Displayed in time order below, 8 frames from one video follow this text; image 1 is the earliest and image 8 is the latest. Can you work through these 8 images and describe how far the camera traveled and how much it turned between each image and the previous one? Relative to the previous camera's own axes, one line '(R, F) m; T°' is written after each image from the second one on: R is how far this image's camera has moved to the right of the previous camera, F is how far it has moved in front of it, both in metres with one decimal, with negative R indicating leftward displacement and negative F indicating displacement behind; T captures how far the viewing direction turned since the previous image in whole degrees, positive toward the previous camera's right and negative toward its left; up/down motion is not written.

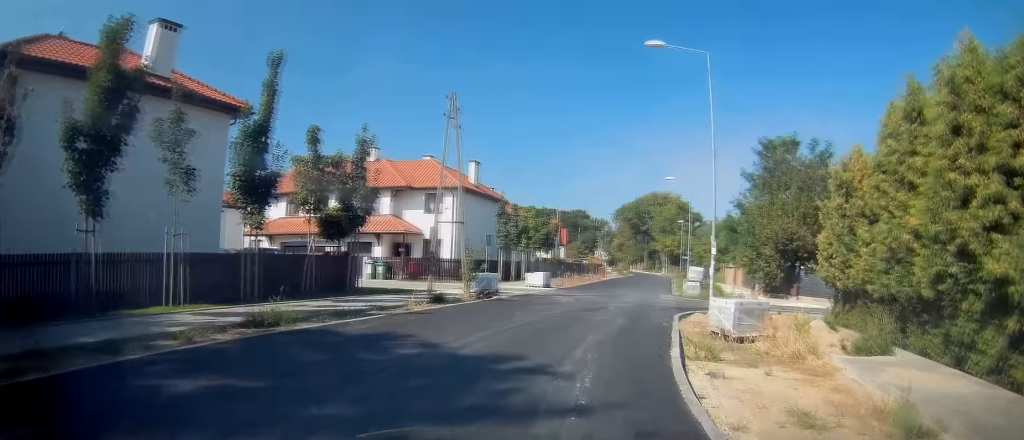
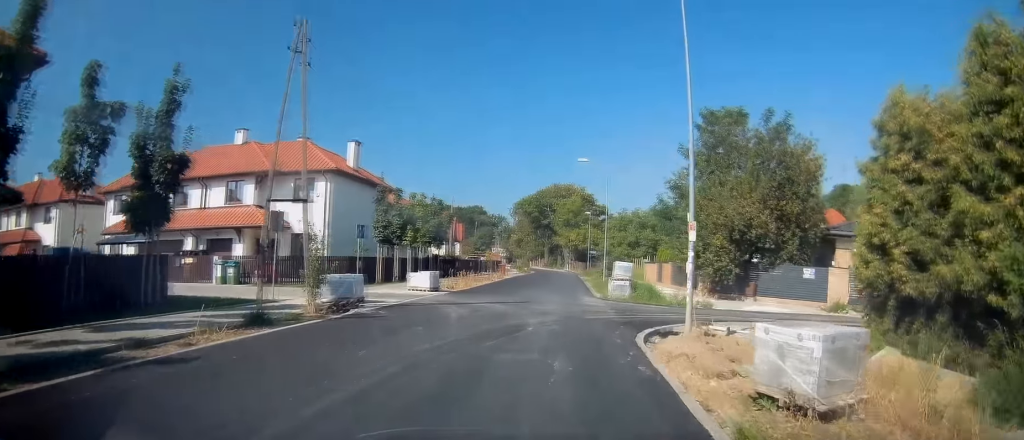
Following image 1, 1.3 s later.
(+1.1, +7.2) m; +10°
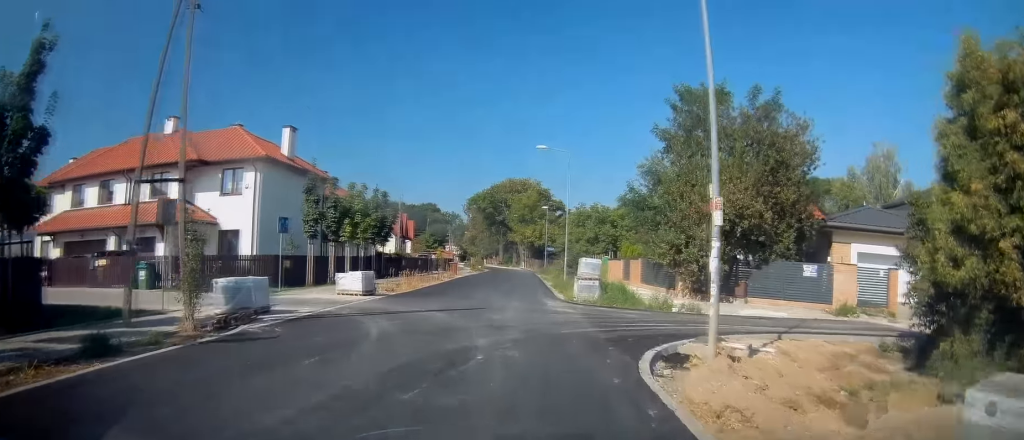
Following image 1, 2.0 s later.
(0.0, +4.2) m; +1°
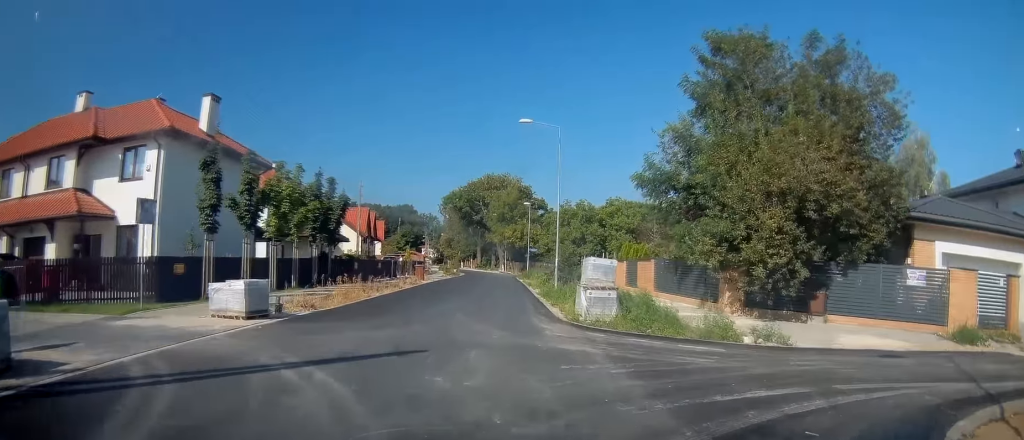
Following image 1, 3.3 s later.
(+0.3, +8.2) m; +5°
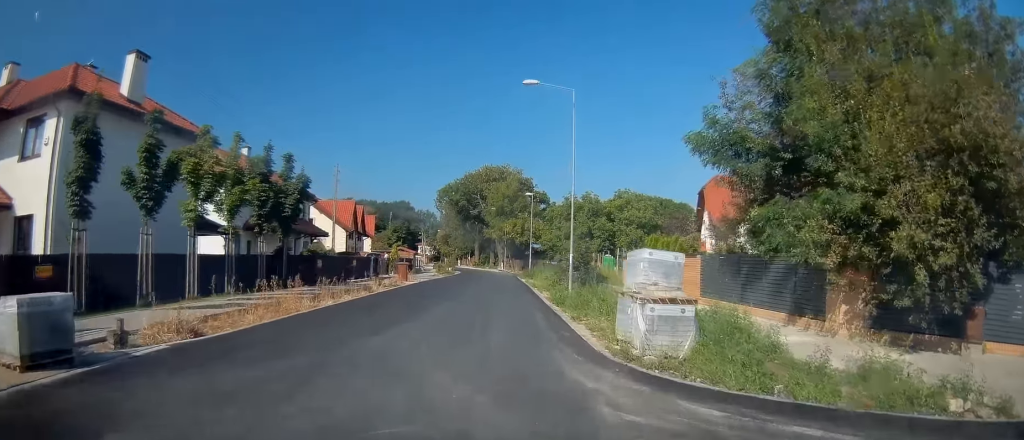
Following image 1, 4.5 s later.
(+0.4, +7.0) m; +1°
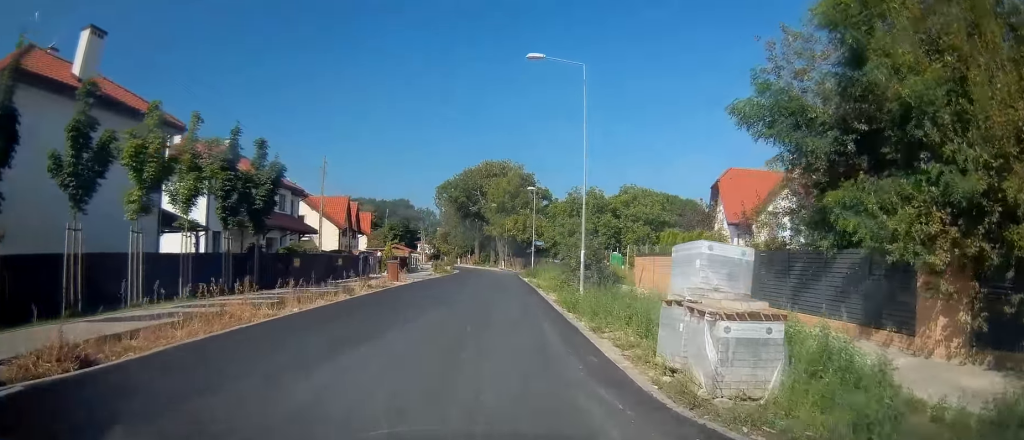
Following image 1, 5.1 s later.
(+0.1, +3.4) m; -3°
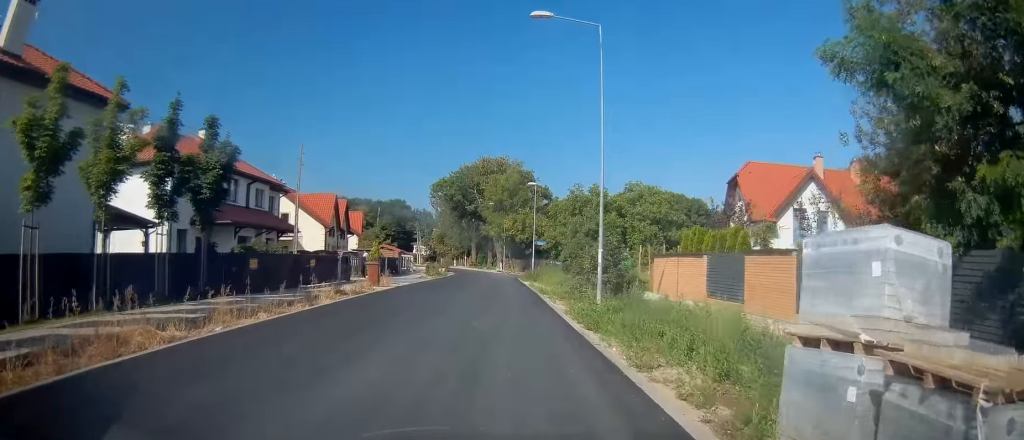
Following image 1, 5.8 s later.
(-0.4, +4.3) m; 0°
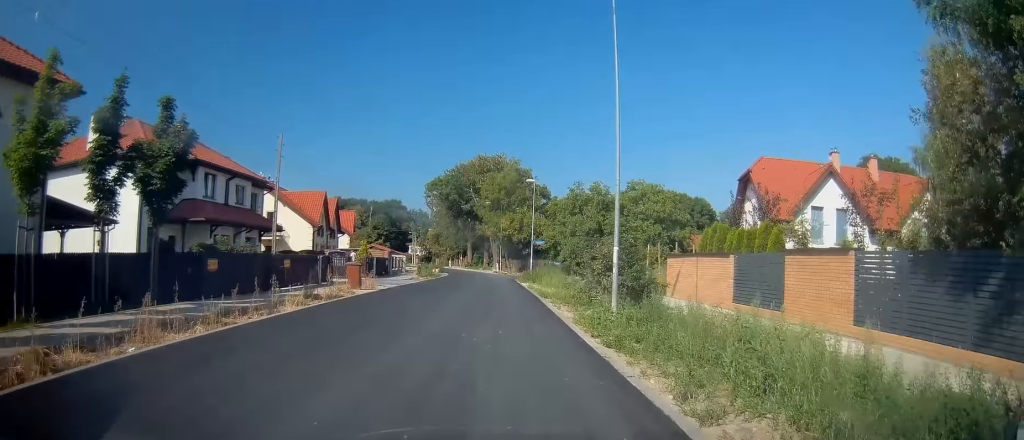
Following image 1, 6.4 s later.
(0.0, +2.9) m; 0°
